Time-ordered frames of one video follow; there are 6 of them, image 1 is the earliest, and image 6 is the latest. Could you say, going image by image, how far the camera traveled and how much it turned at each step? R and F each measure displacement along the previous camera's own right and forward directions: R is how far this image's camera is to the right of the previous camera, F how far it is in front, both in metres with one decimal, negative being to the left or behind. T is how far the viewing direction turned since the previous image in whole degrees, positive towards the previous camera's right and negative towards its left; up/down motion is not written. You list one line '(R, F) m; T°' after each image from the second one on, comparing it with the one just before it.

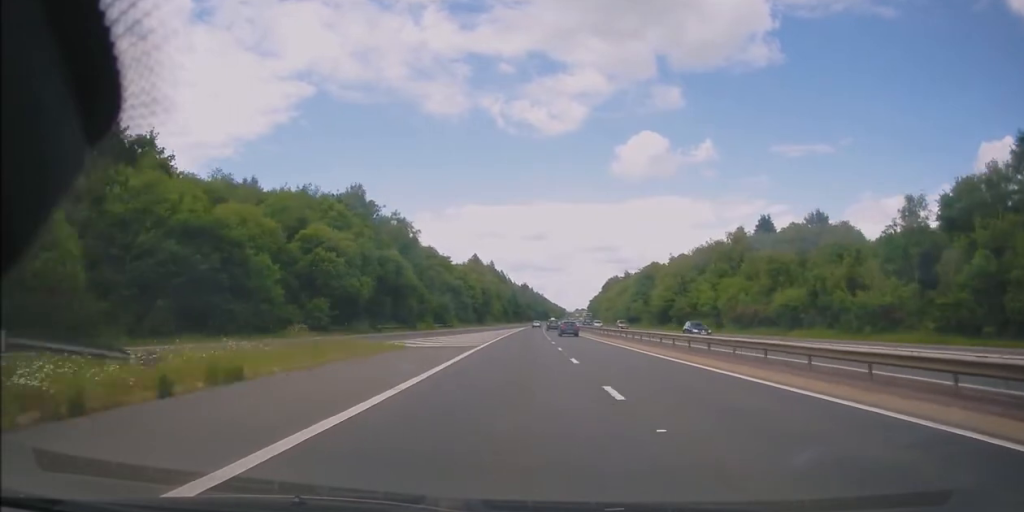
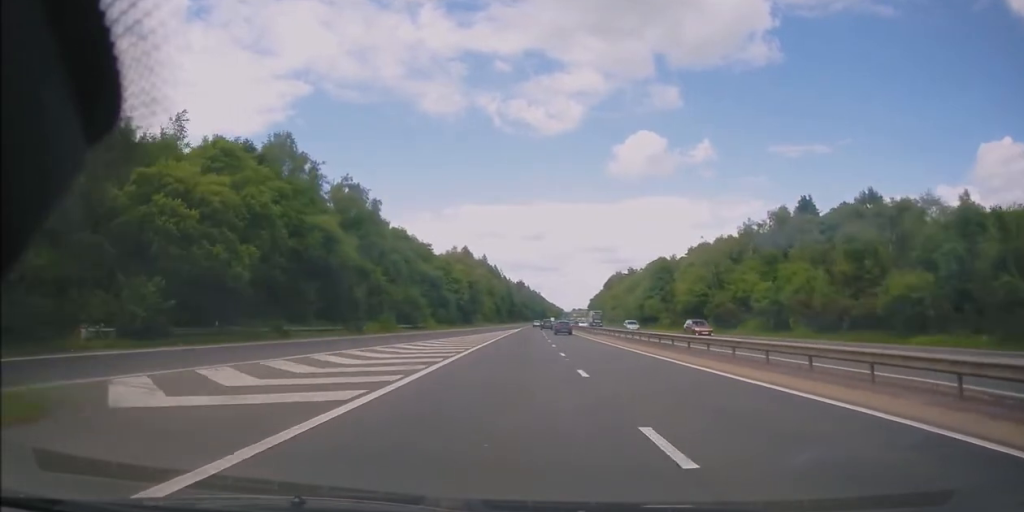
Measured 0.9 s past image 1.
(-0.2, +22.8) m; 0°
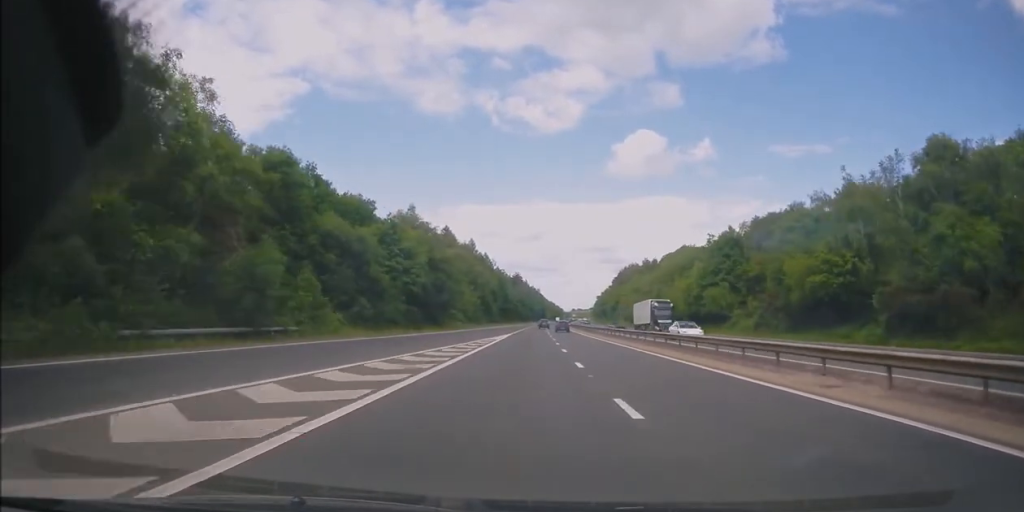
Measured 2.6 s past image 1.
(+0.3, +42.2) m; 0°
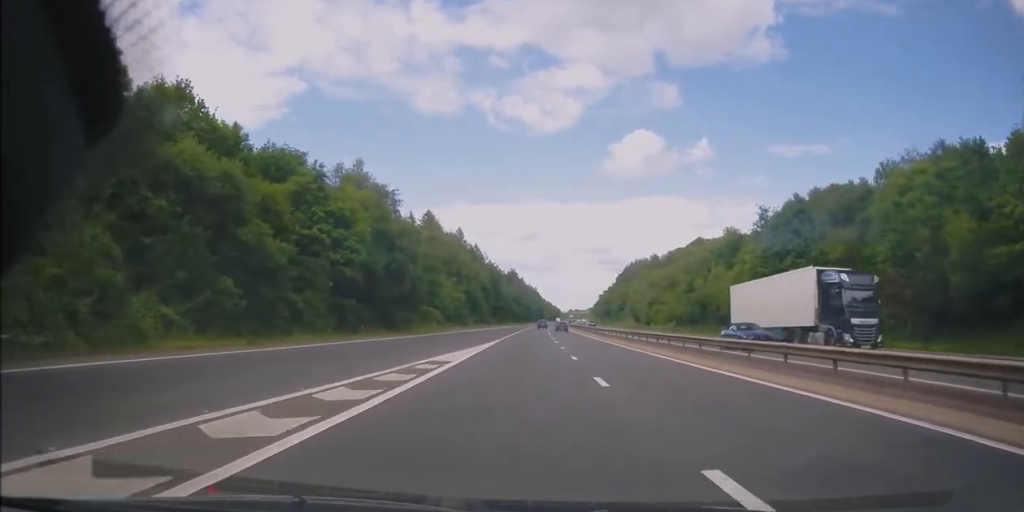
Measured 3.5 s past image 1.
(+0.2, +22.9) m; 0°
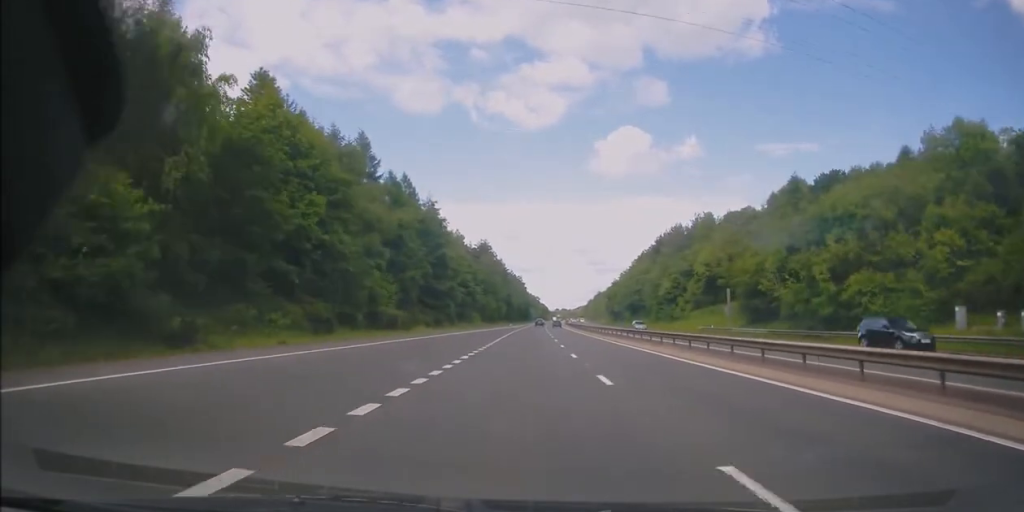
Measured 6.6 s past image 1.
(+1.1, +81.4) m; +2°
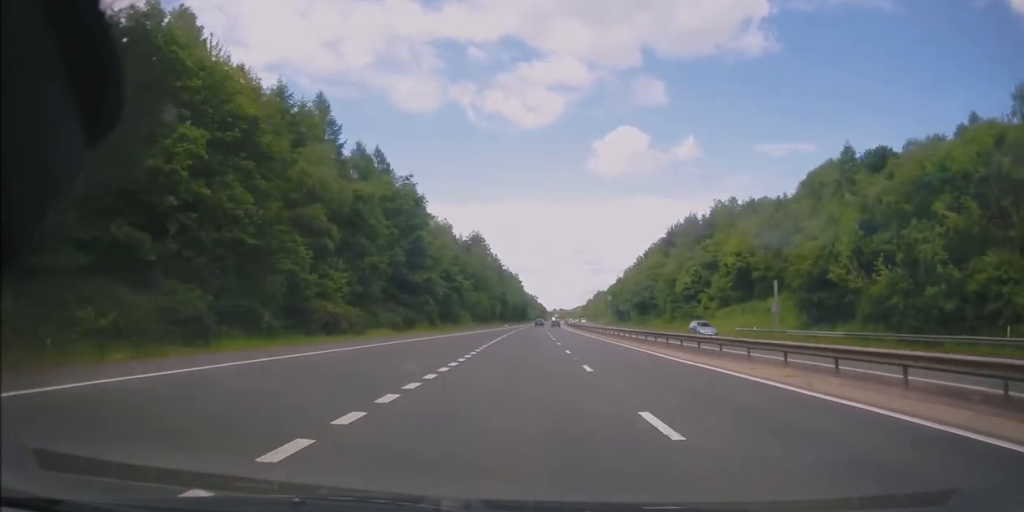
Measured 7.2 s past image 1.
(+0.1, +14.8) m; 0°
